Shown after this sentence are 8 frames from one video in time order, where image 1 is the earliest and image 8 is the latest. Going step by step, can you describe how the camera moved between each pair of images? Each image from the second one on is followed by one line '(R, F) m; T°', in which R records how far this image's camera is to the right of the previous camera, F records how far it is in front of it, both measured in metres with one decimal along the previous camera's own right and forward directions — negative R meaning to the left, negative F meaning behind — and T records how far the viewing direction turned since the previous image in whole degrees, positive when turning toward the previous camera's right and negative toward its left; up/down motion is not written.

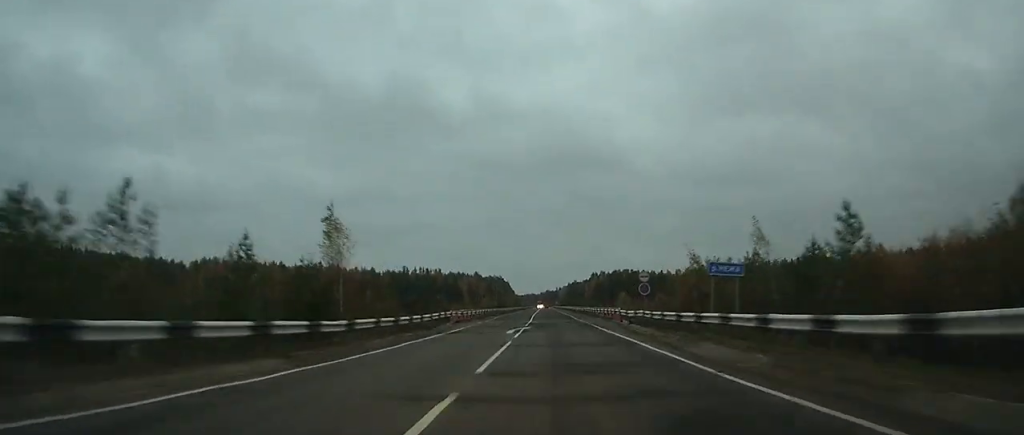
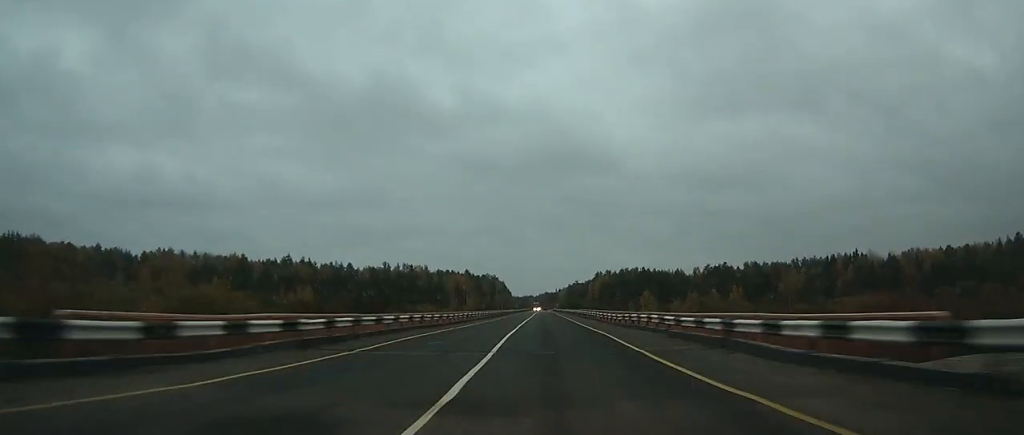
(0.0, +43.4) m; 0°
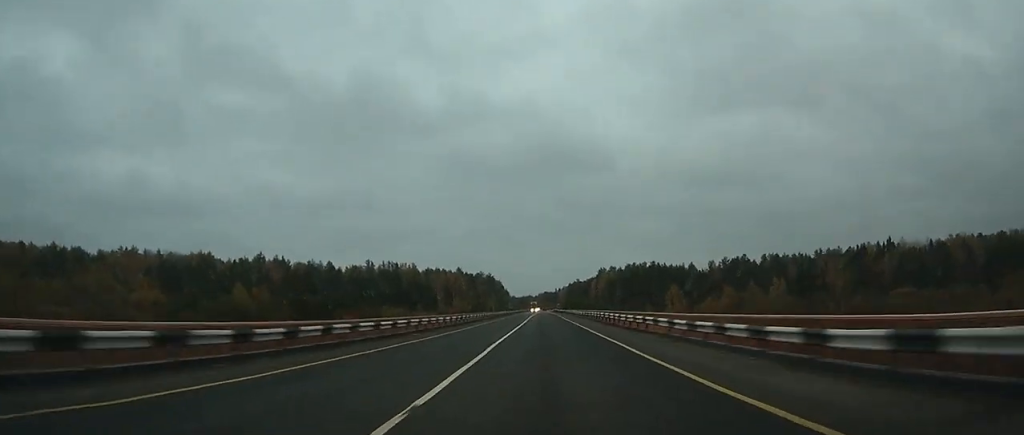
(0.0, +30.6) m; 0°
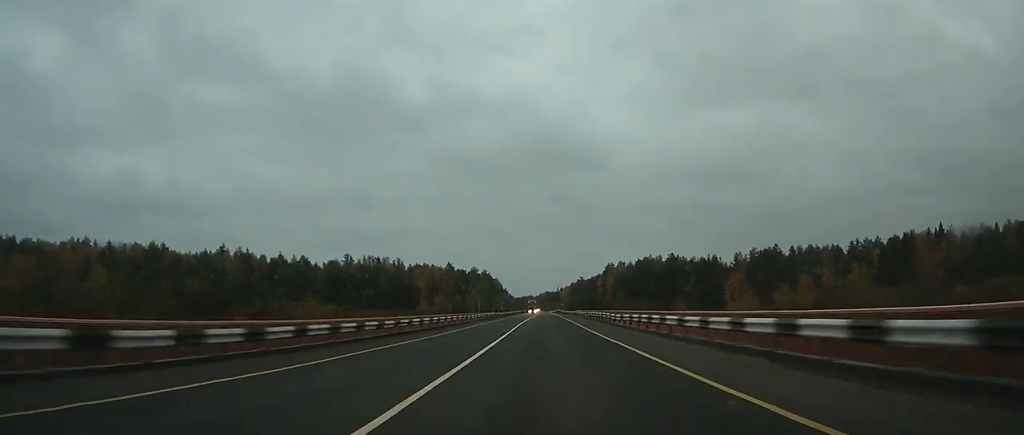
(0.0, +35.4) m; 0°
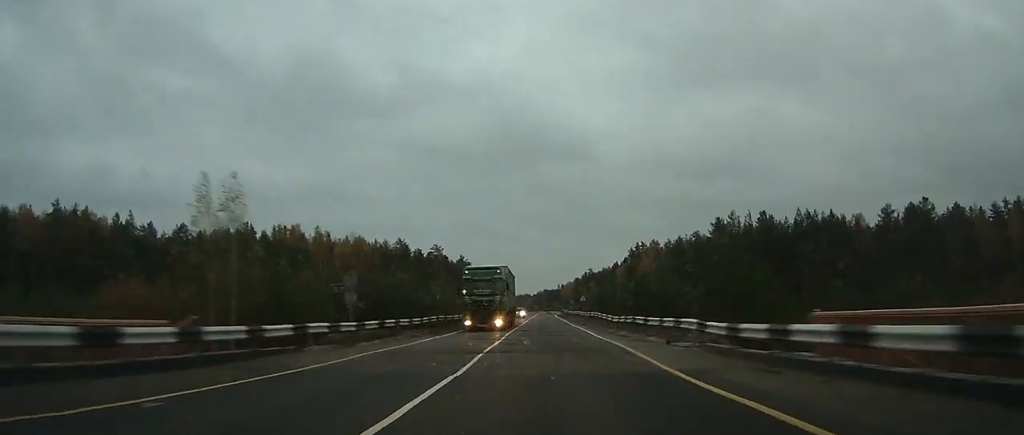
(+0.3, +89.6) m; 0°
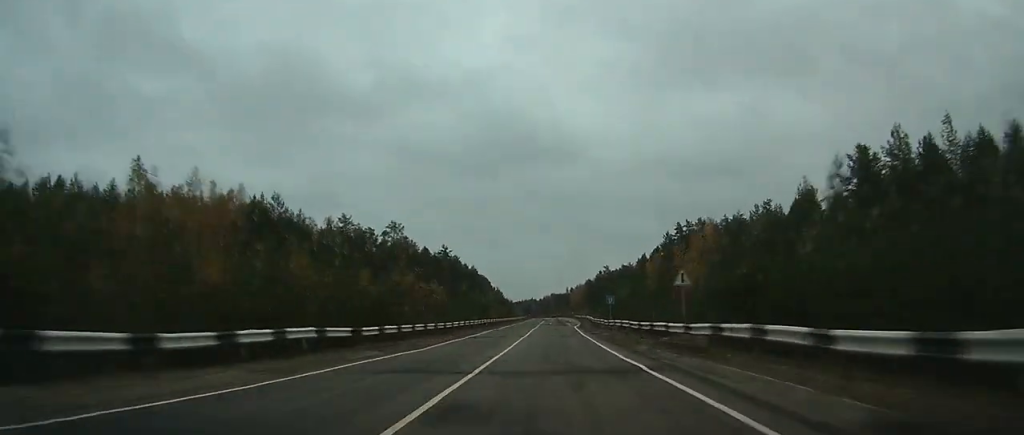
(-0.2, +55.0) m; 0°
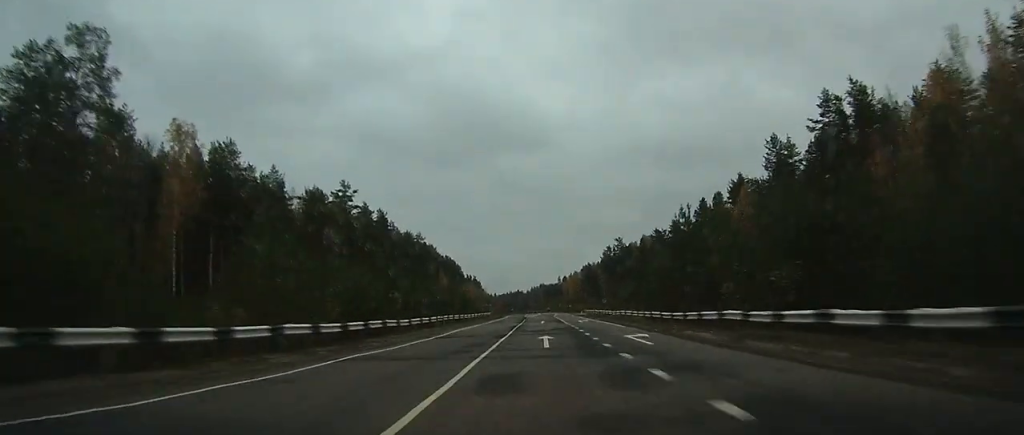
(+0.2, +91.4) m; +1°
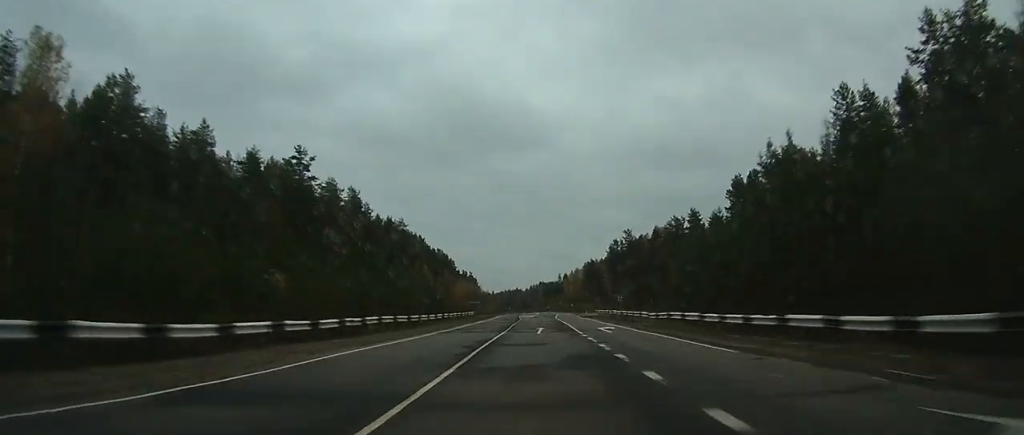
(+0.1, +21.1) m; 0°
